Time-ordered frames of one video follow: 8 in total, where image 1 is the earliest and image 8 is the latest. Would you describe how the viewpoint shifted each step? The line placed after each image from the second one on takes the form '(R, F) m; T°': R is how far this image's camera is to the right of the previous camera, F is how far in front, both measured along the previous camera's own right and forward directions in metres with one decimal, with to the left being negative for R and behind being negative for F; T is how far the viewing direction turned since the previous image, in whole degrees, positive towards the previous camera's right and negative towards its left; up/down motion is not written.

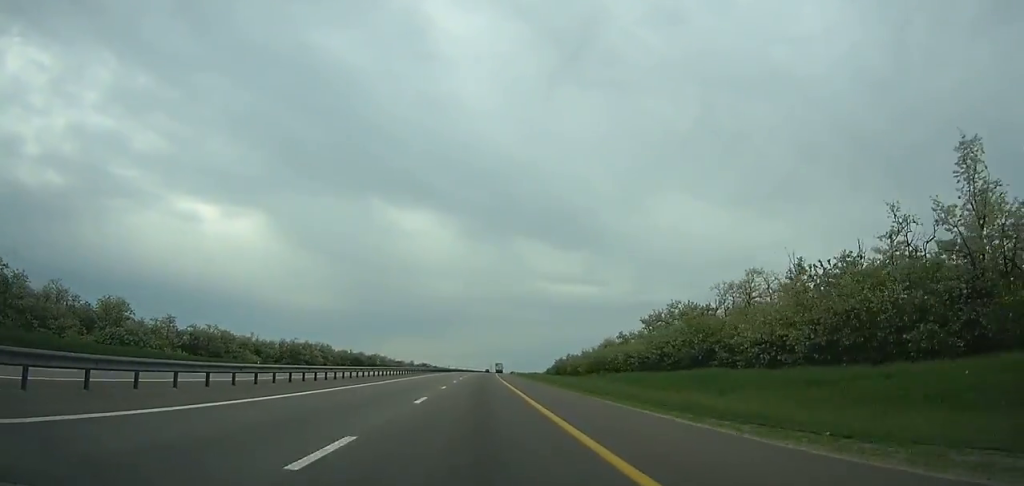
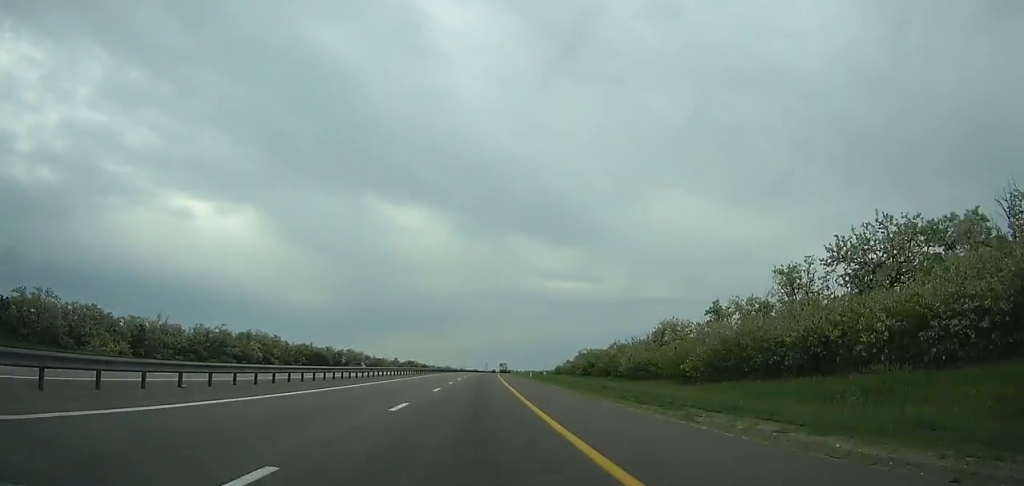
(-0.1, +51.1) m; 0°
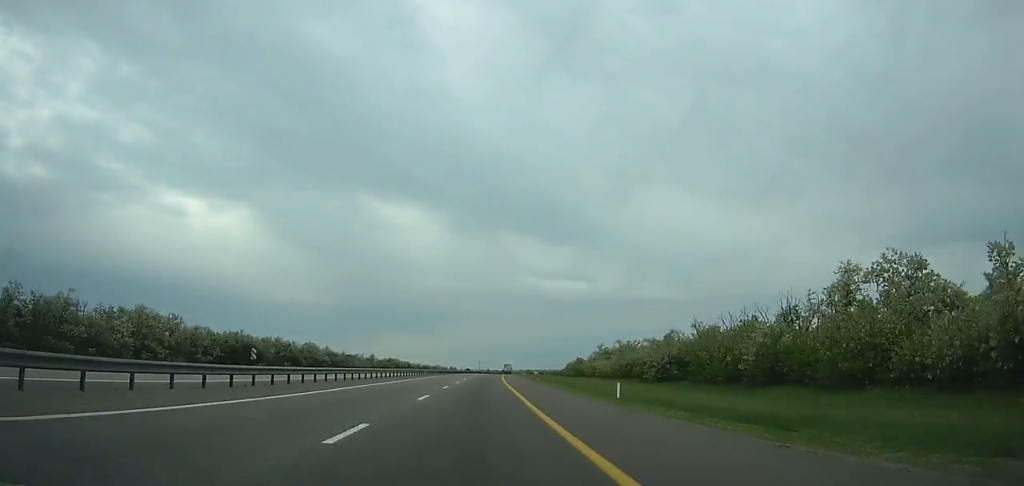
(+0.3, +54.0) m; +1°
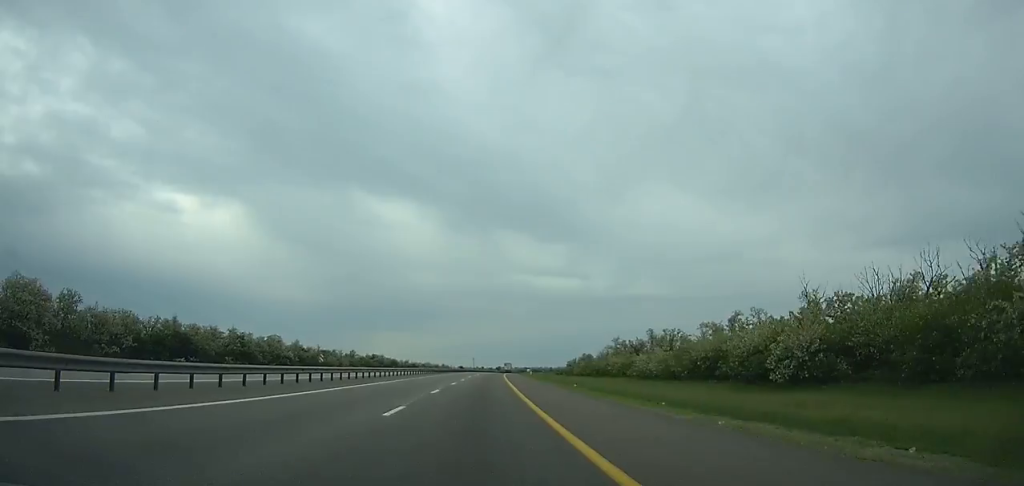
(+0.1, +30.7) m; +1°
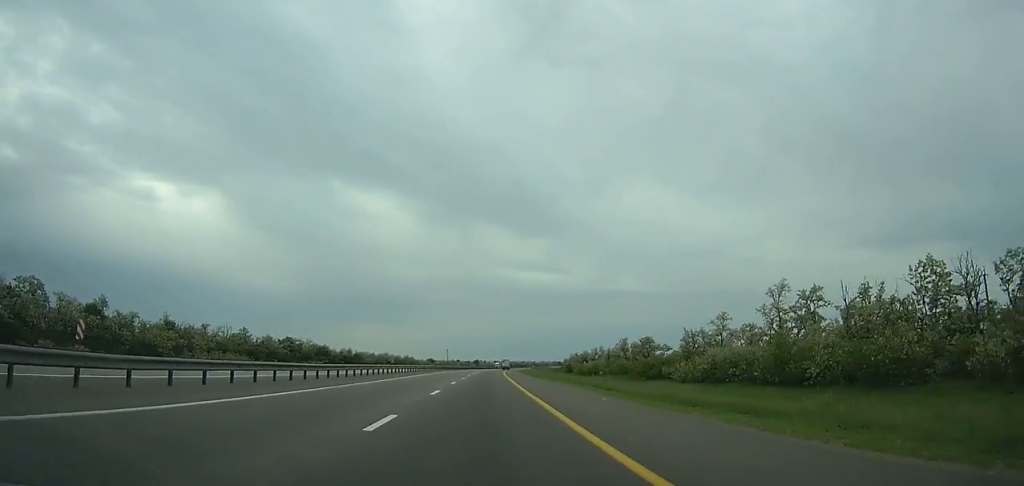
(+1.7, +100.9) m; +2°
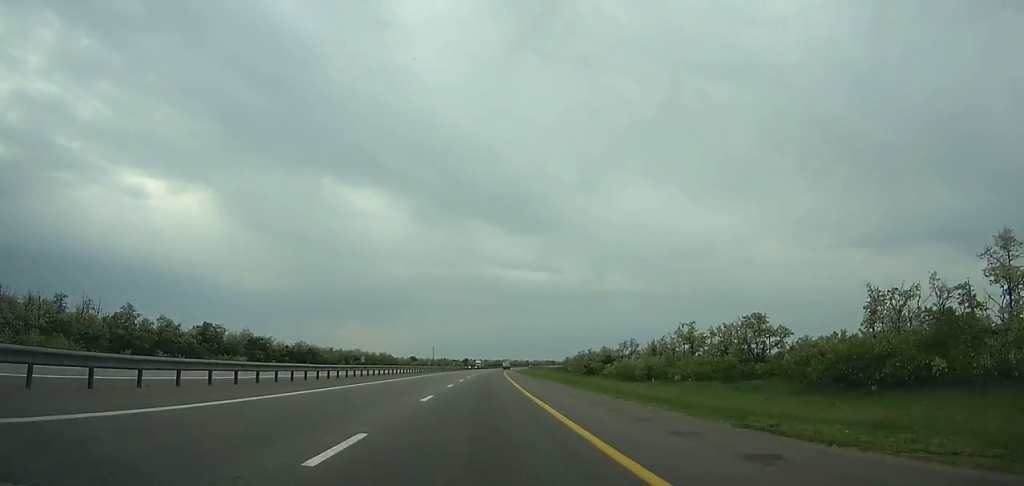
(+0.5, +55.7) m; +1°
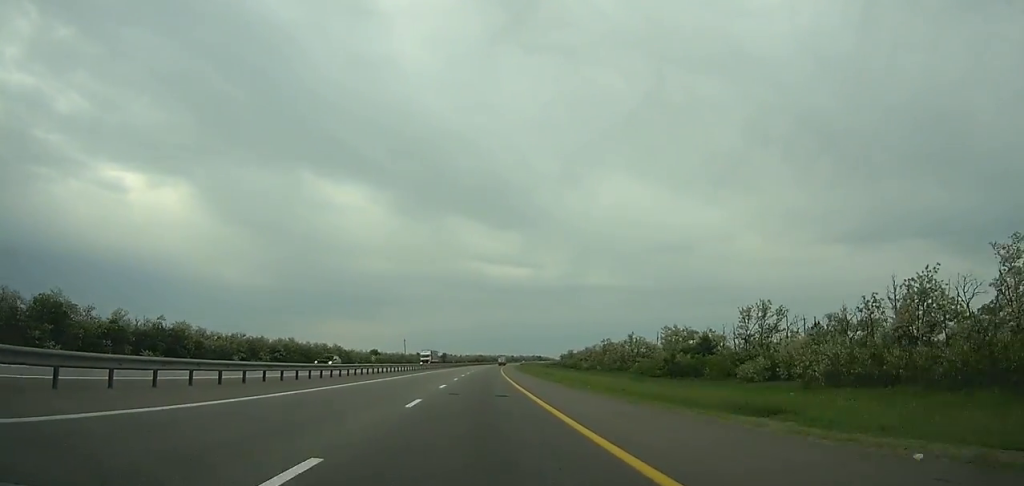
(+0.9, +79.7) m; +1°
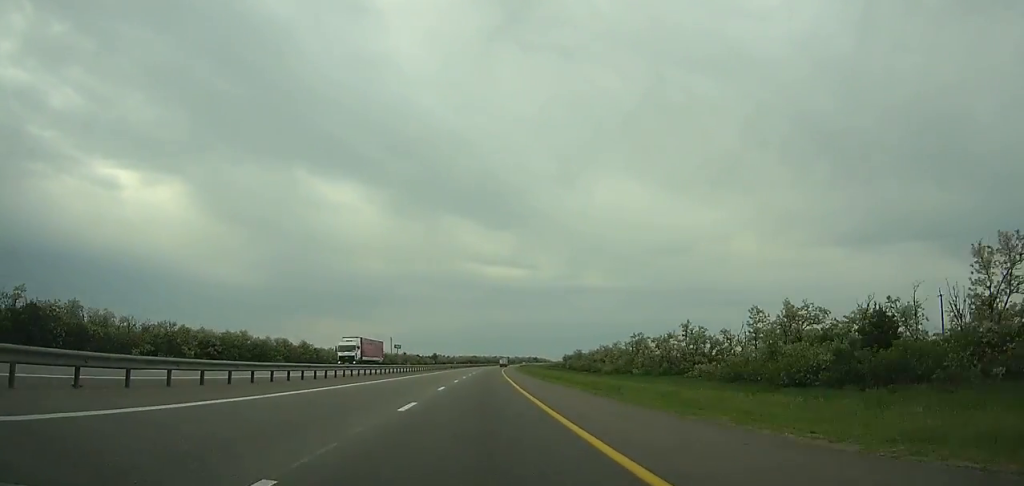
(+0.1, +37.6) m; +1°
